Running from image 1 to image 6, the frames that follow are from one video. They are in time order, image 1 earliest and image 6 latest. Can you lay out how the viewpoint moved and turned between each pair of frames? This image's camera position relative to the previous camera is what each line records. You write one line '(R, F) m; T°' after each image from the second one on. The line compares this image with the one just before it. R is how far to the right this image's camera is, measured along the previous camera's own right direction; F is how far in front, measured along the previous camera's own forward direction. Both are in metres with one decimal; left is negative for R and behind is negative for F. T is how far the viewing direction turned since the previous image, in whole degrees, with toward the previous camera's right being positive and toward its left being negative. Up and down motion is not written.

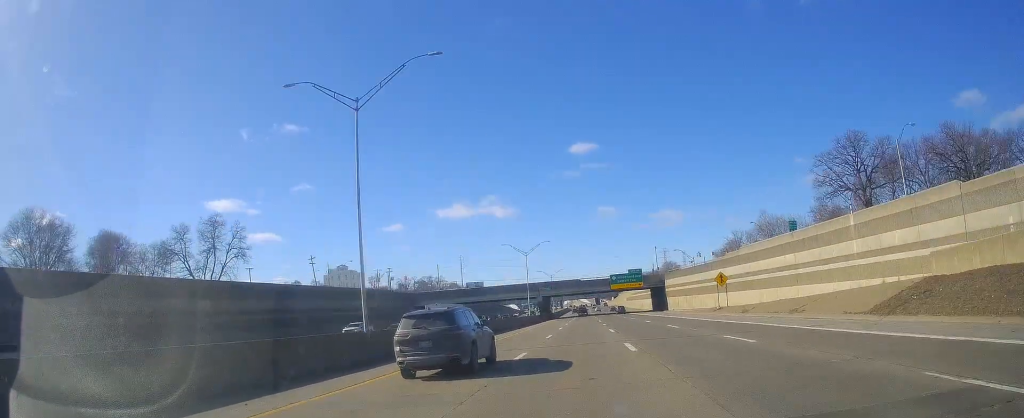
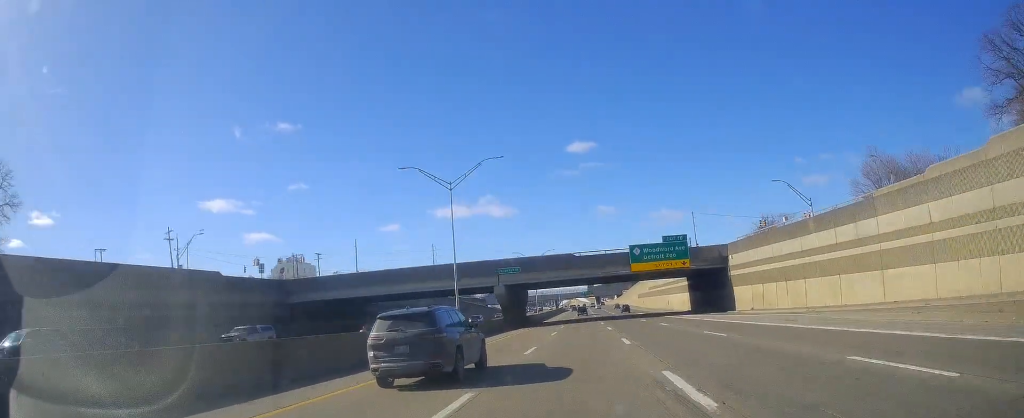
(0.0, +56.7) m; 0°
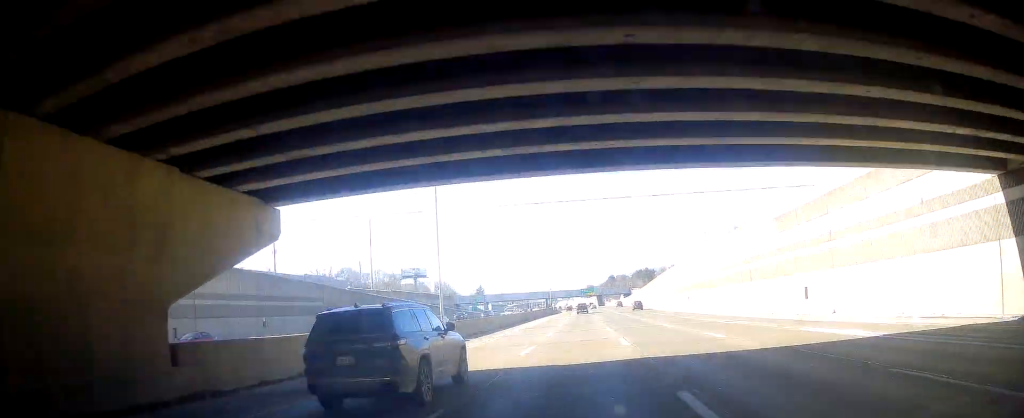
(-0.4, +77.7) m; +1°
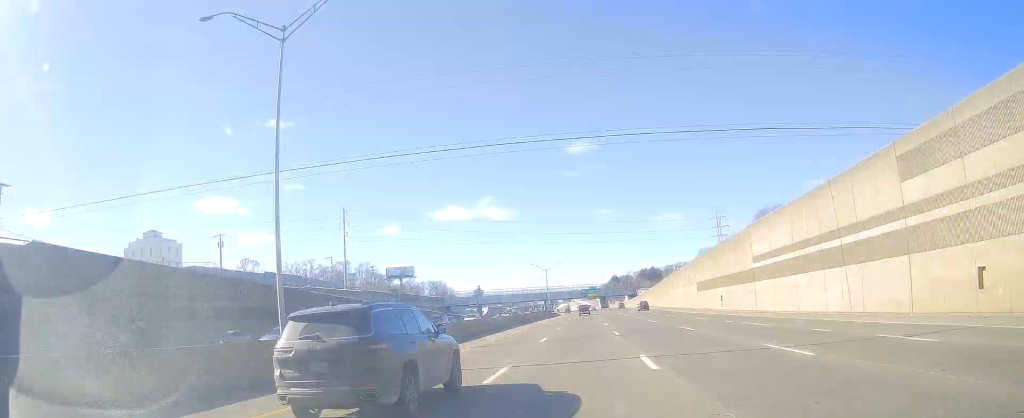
(+0.1, +22.2) m; +1°
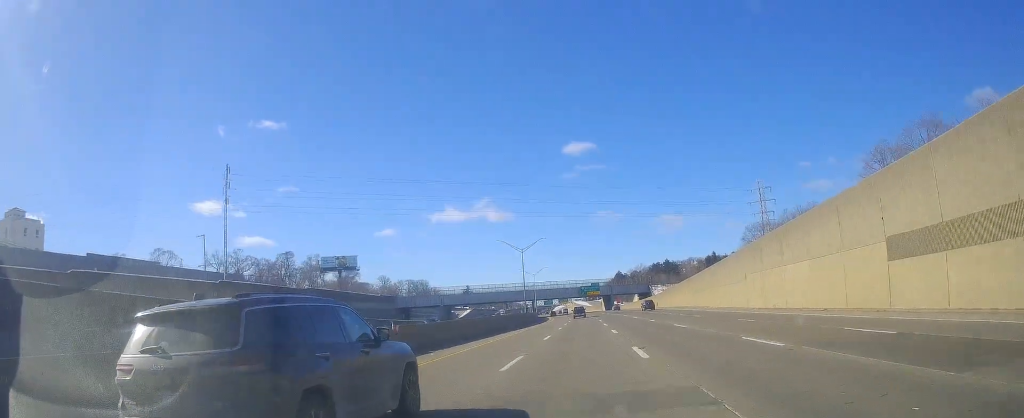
(+0.1, +58.7) m; -1°
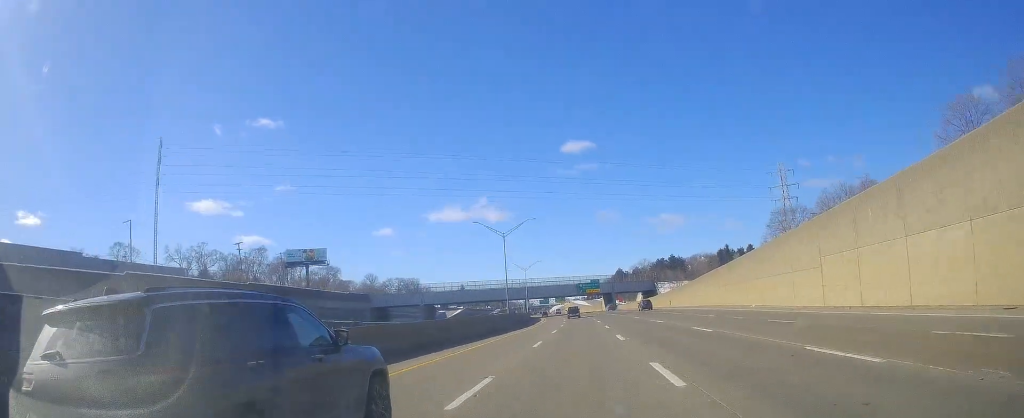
(-0.1, +20.6) m; -1°
